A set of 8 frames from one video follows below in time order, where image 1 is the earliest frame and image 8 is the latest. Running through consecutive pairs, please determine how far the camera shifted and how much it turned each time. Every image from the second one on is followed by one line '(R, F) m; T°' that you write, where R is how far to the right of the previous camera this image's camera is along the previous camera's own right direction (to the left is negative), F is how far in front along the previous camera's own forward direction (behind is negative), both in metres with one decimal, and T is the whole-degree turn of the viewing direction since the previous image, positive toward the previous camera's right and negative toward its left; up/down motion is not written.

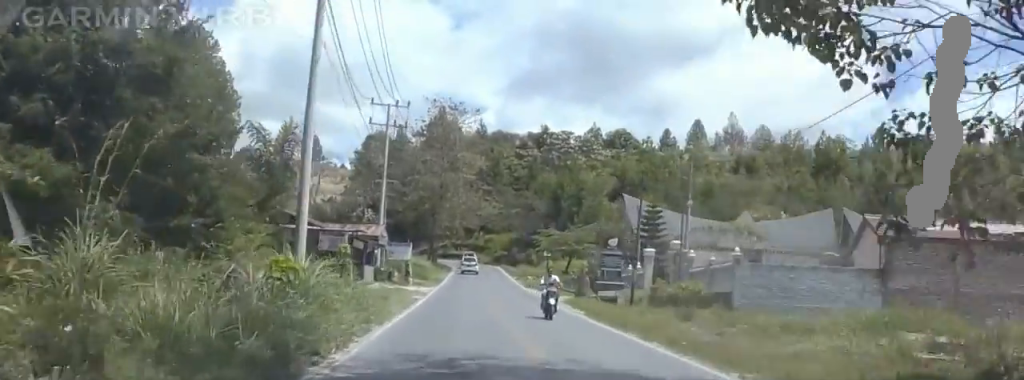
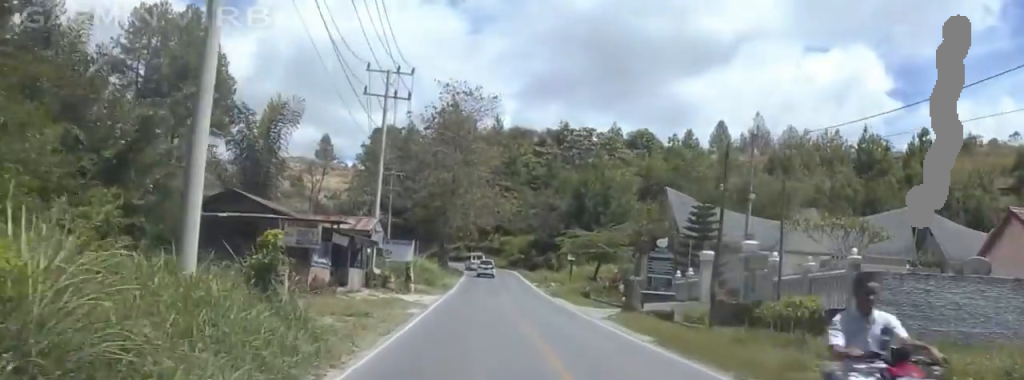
(-0.8, +10.2) m; -3°
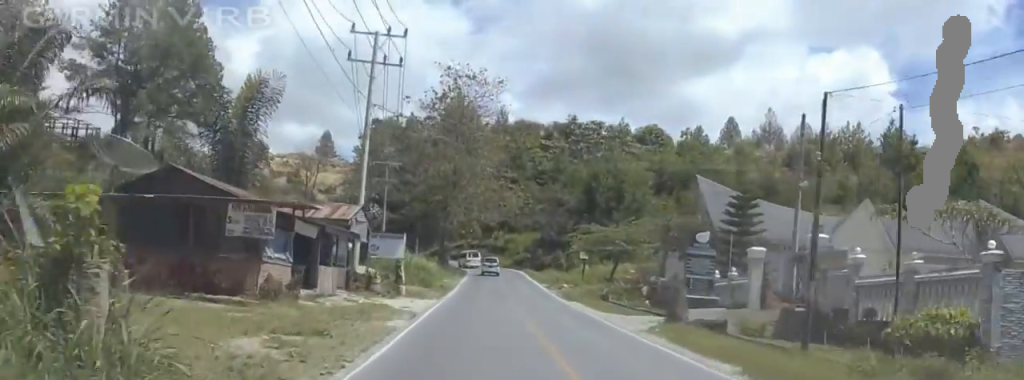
(-0.2, +7.2) m; 0°
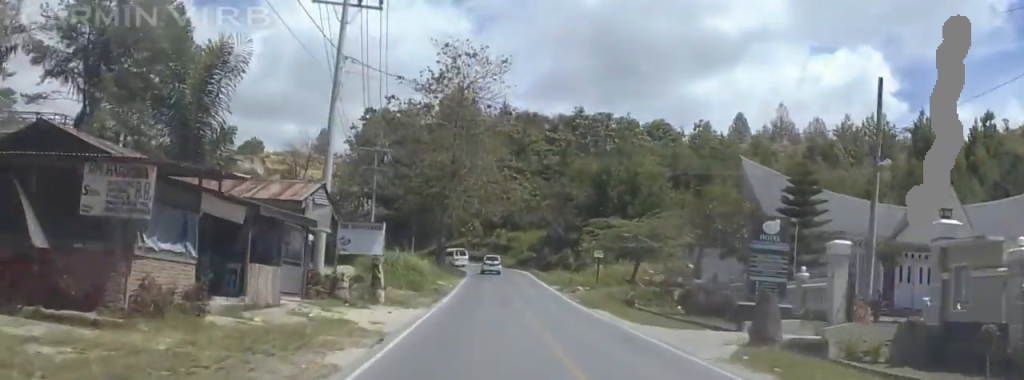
(-0.2, +8.4) m; +3°
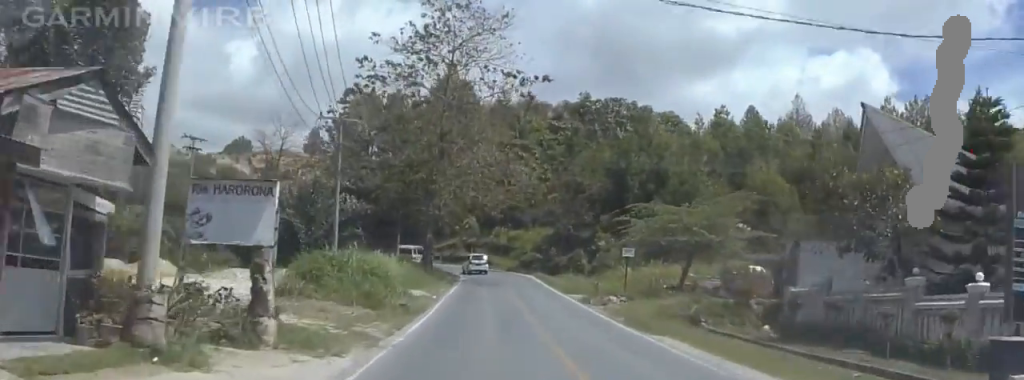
(+0.9, +14.1) m; +1°
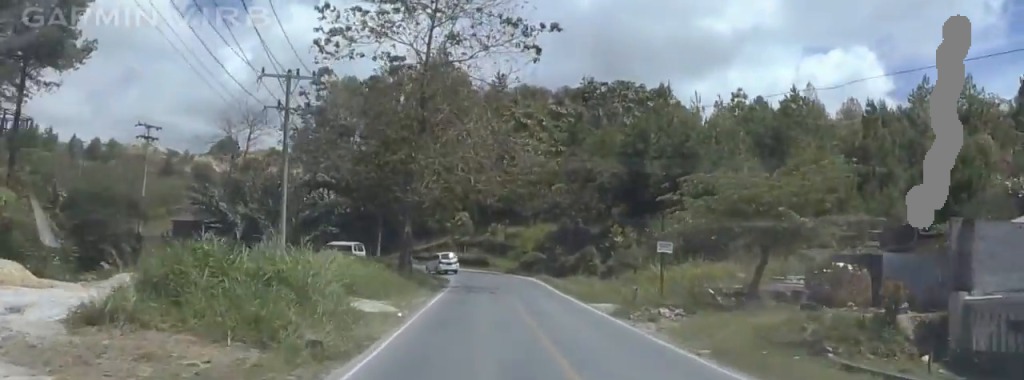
(-0.4, +11.8) m; -3°
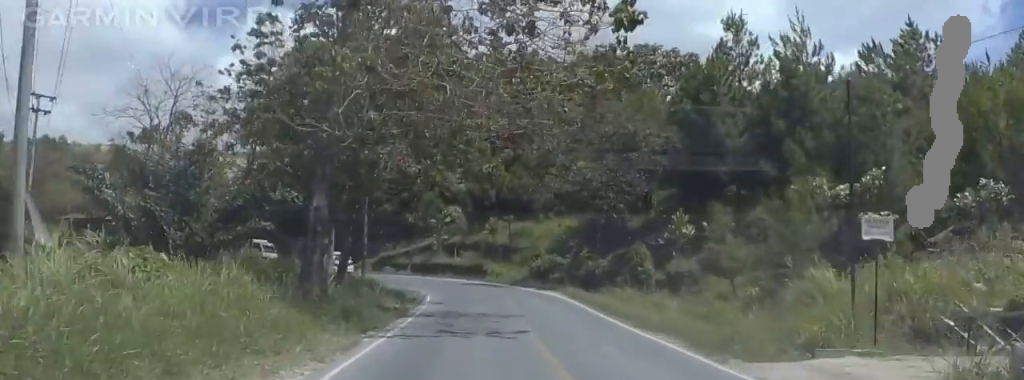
(-0.8, +21.7) m; +3°
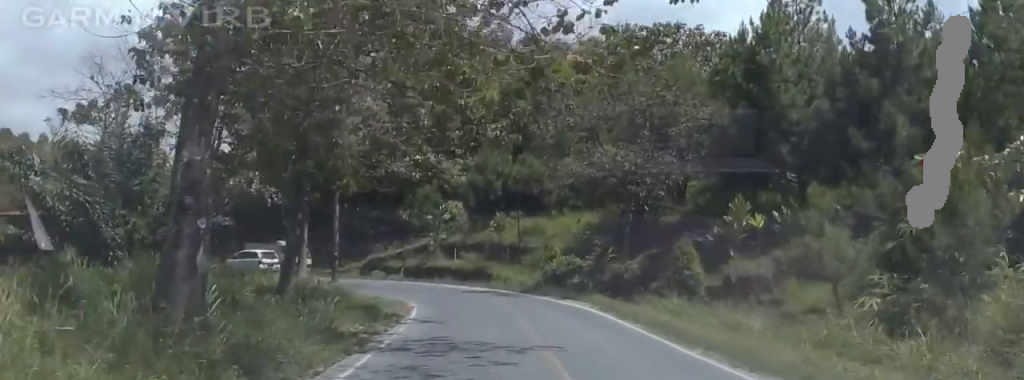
(+0.8, +9.1) m; 0°
